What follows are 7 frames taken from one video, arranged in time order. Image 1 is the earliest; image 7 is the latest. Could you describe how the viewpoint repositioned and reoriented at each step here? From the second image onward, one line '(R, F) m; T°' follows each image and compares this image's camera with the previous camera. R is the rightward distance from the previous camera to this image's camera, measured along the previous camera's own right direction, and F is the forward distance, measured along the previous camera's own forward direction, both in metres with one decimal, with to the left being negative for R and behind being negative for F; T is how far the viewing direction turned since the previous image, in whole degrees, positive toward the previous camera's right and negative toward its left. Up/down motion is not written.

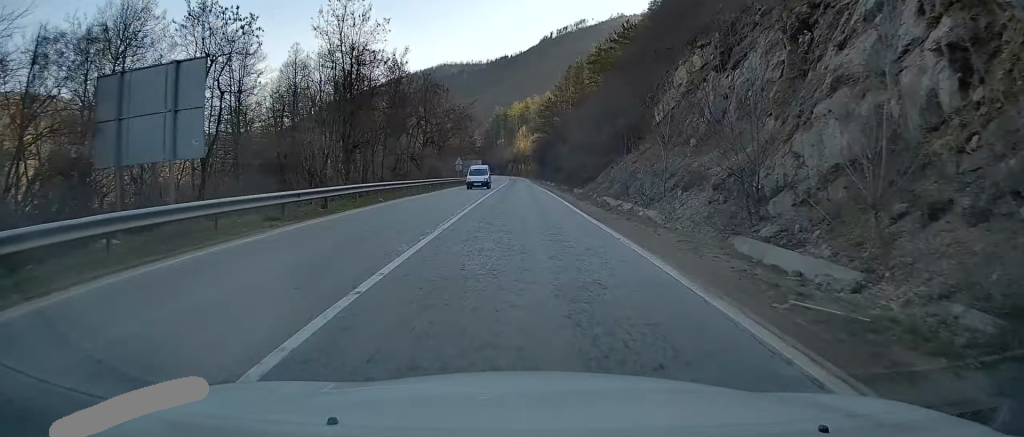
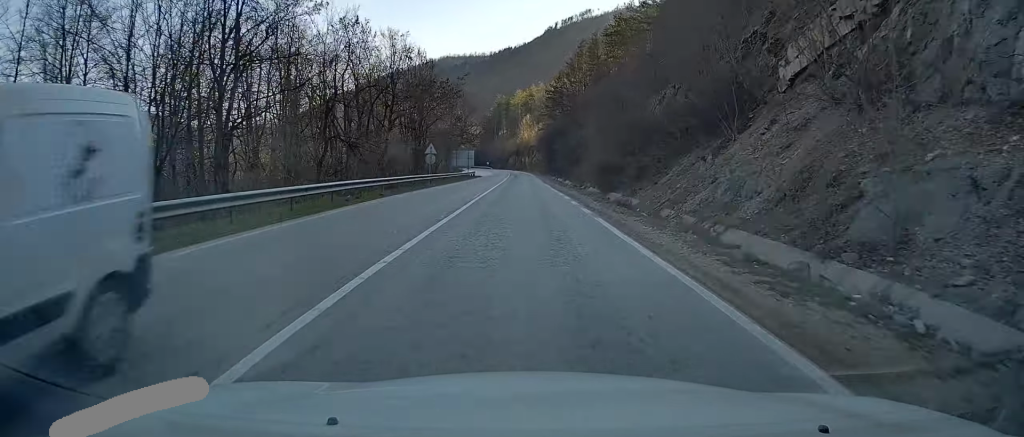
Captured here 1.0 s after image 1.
(0.0, +23.5) m; 0°
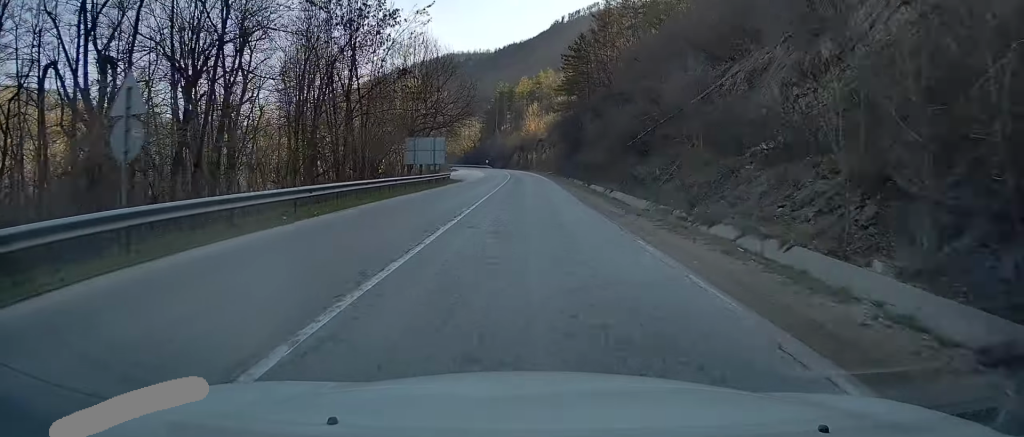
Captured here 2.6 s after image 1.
(+0.1, +37.0) m; 0°
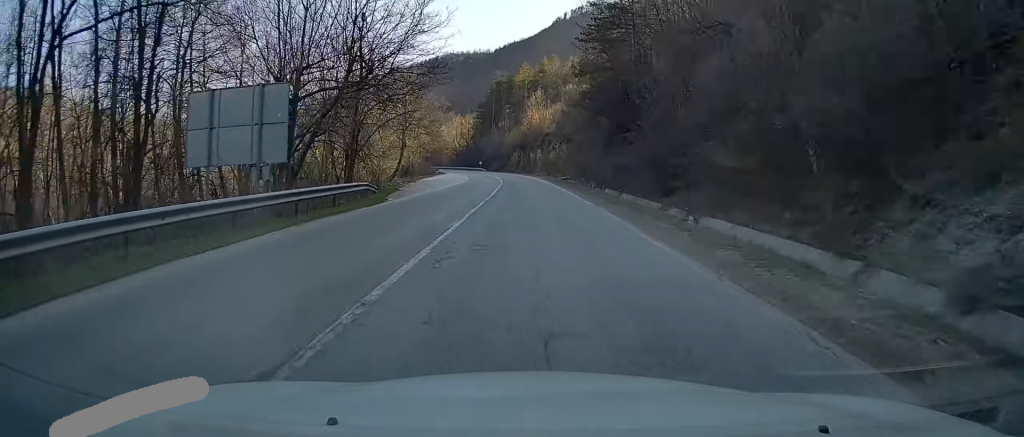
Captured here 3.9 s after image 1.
(-0.4, +32.8) m; -1°
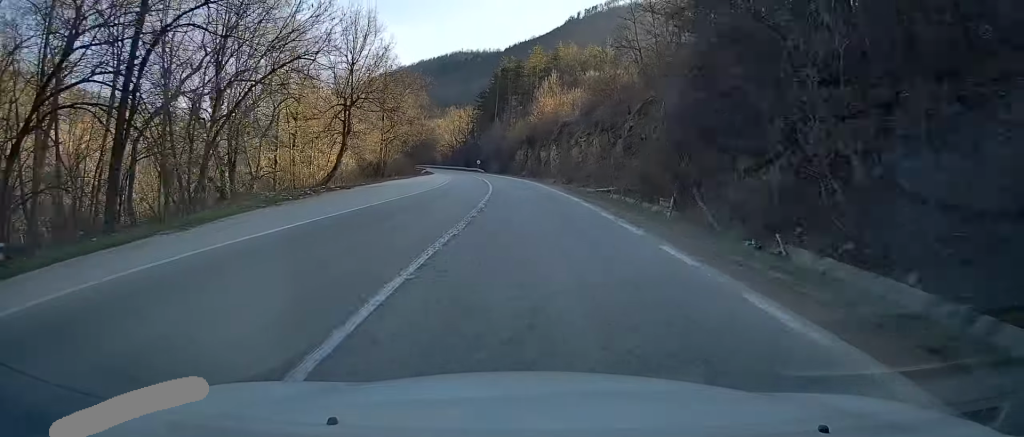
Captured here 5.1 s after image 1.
(-0.1, +29.2) m; -1°
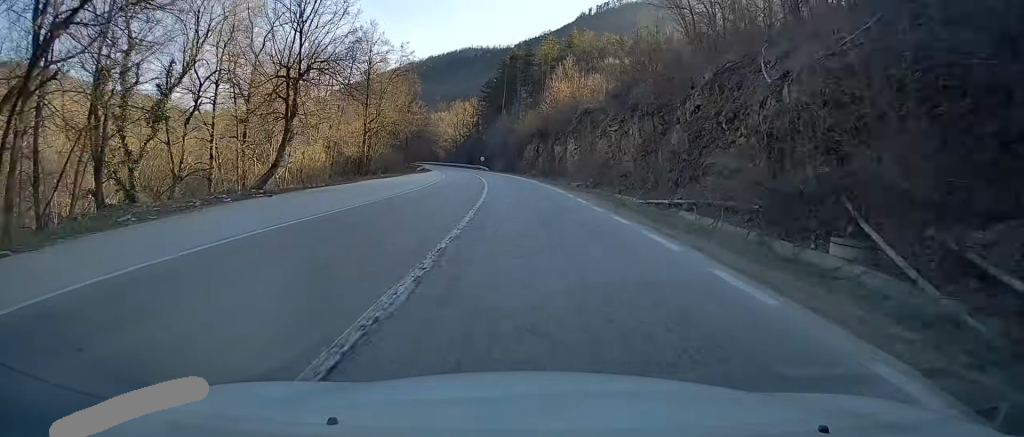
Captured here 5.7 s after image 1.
(0.0, +14.7) m; -1°
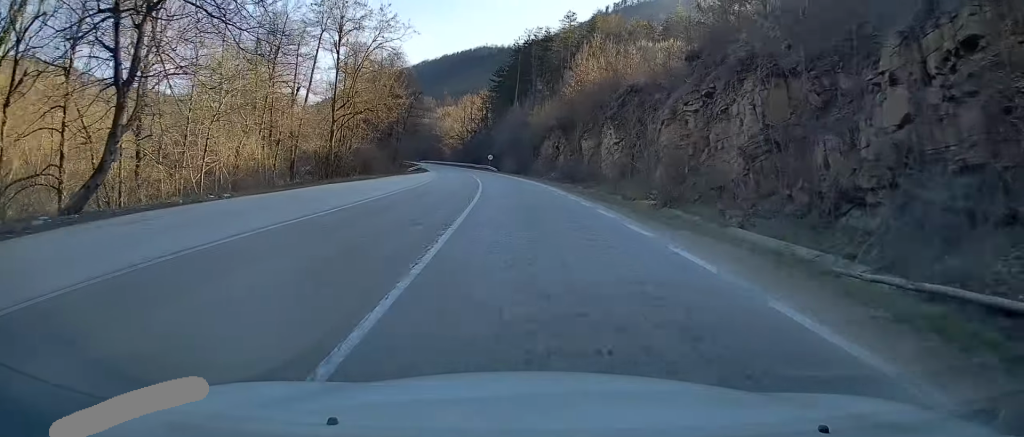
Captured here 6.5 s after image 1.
(-0.2, +18.1) m; -2°
